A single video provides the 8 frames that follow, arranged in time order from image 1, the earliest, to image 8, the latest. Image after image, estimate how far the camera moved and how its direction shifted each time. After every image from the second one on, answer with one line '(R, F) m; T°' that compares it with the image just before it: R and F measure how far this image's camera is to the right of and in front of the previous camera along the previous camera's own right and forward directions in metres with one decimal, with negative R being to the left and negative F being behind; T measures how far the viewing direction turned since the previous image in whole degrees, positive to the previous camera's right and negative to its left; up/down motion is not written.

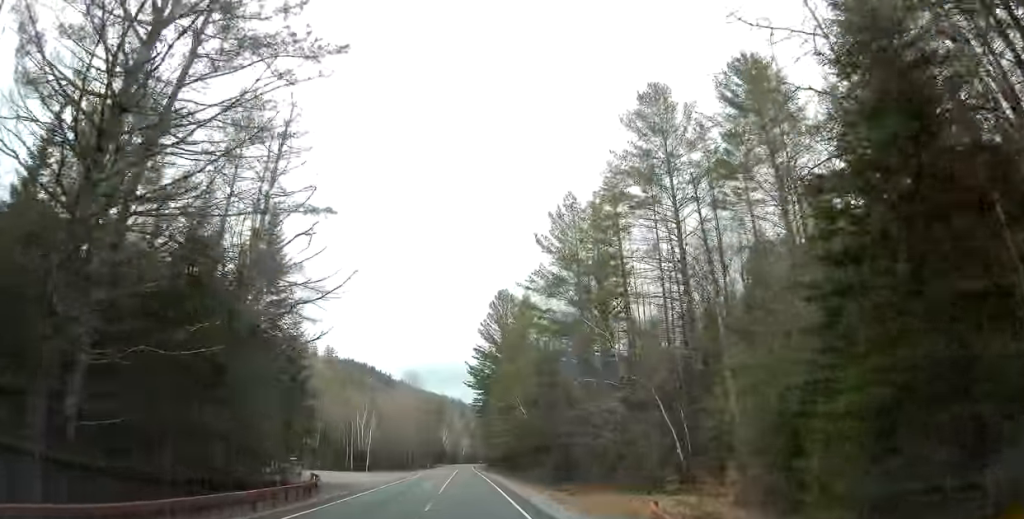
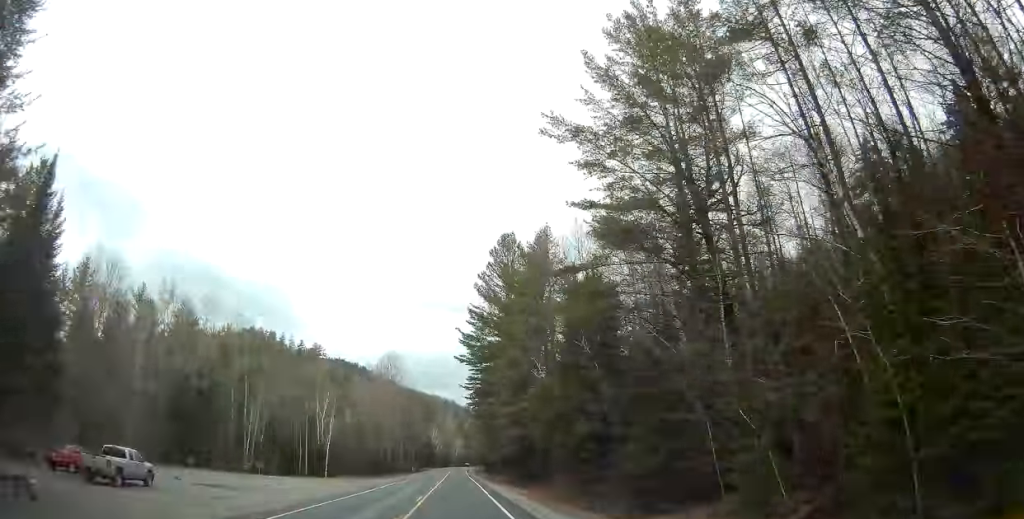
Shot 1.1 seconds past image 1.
(-0.1, +28.0) m; 0°
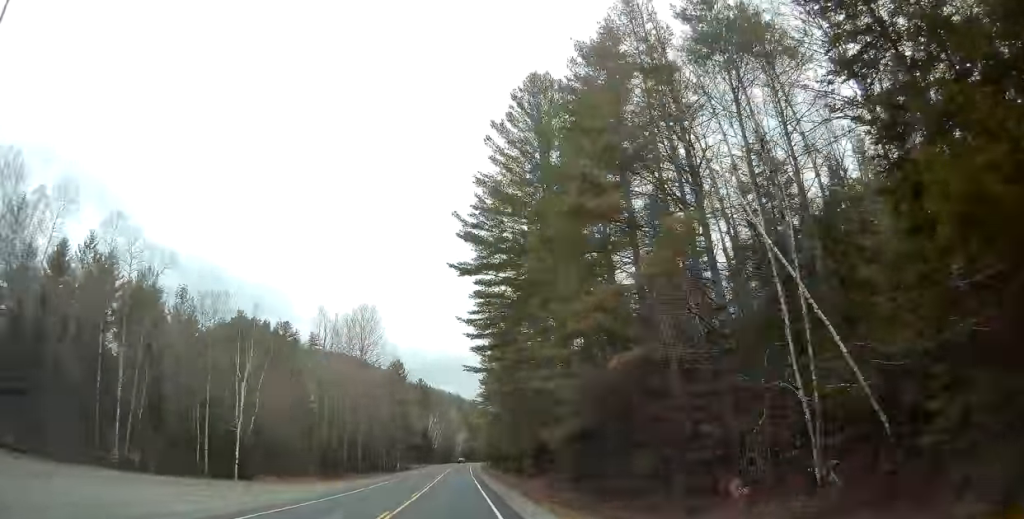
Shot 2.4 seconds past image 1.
(+0.3, +34.7) m; 0°
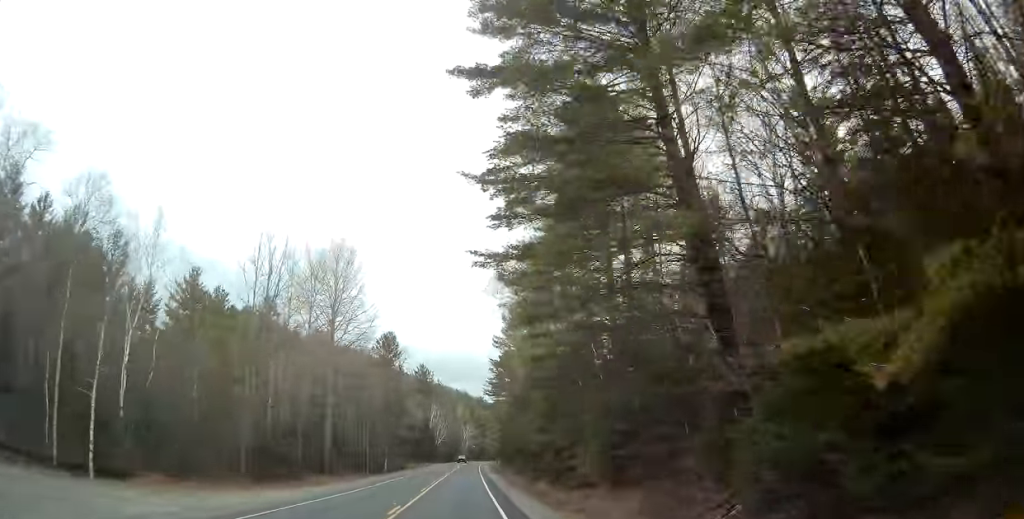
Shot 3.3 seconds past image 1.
(0.0, +22.4) m; -1°
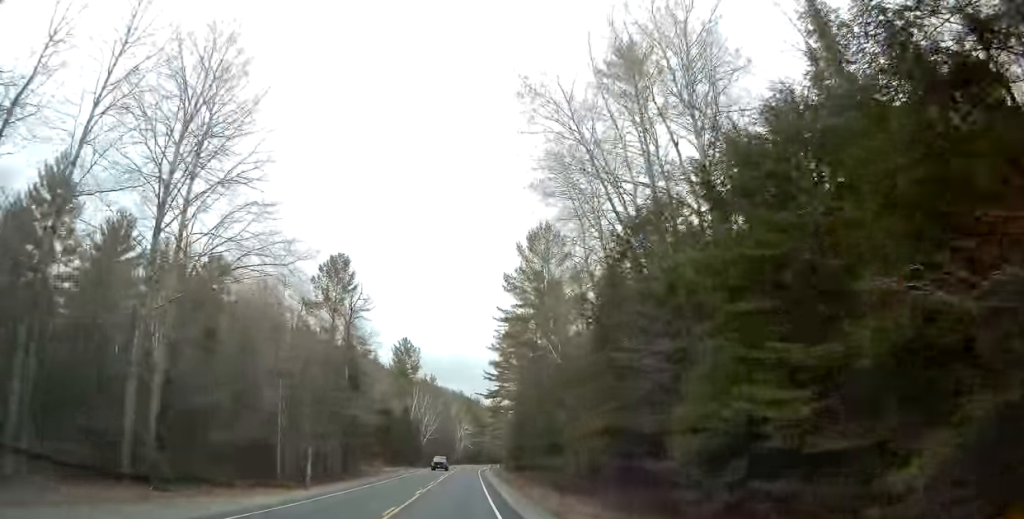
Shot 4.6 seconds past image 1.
(-0.4, +34.3) m; 0°
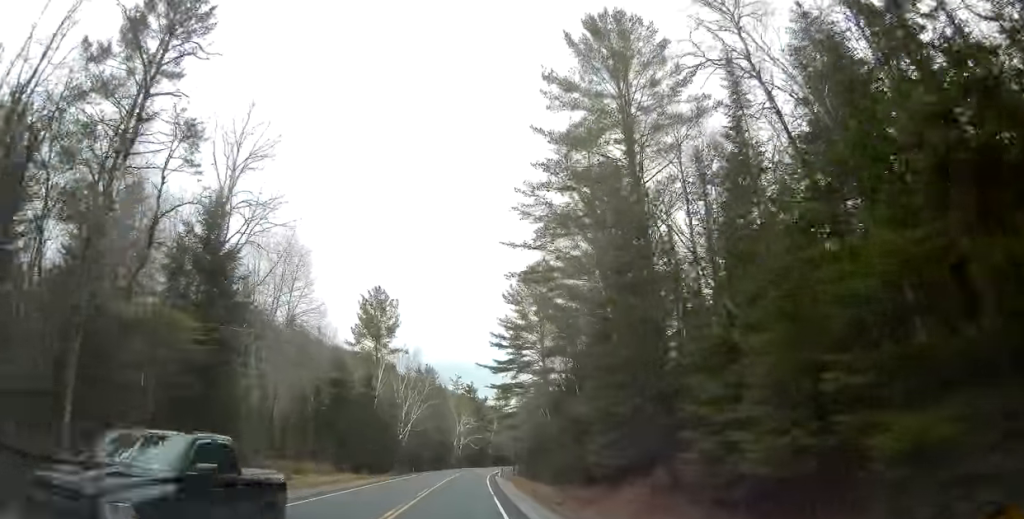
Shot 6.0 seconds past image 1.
(+0.1, +36.1) m; 0°
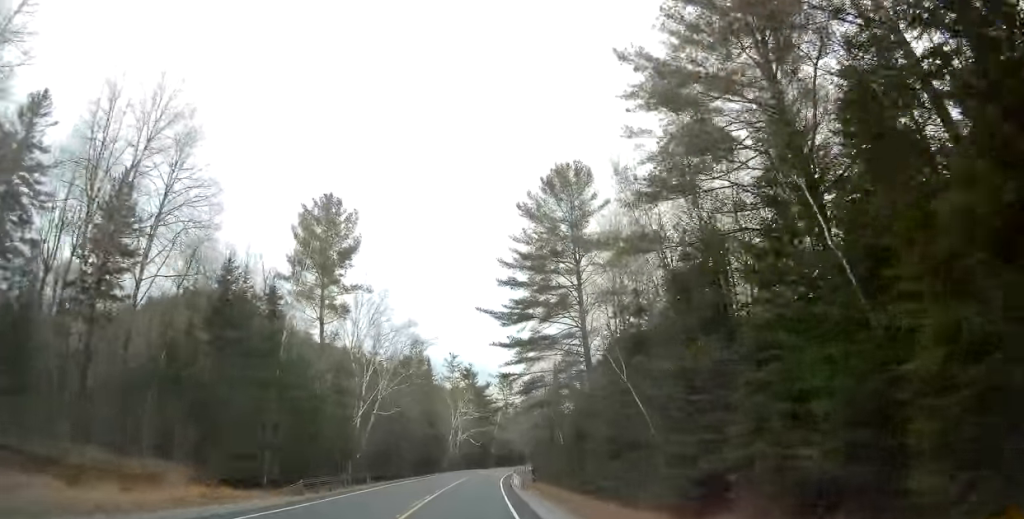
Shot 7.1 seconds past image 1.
(+0.1, +29.3) m; 0°
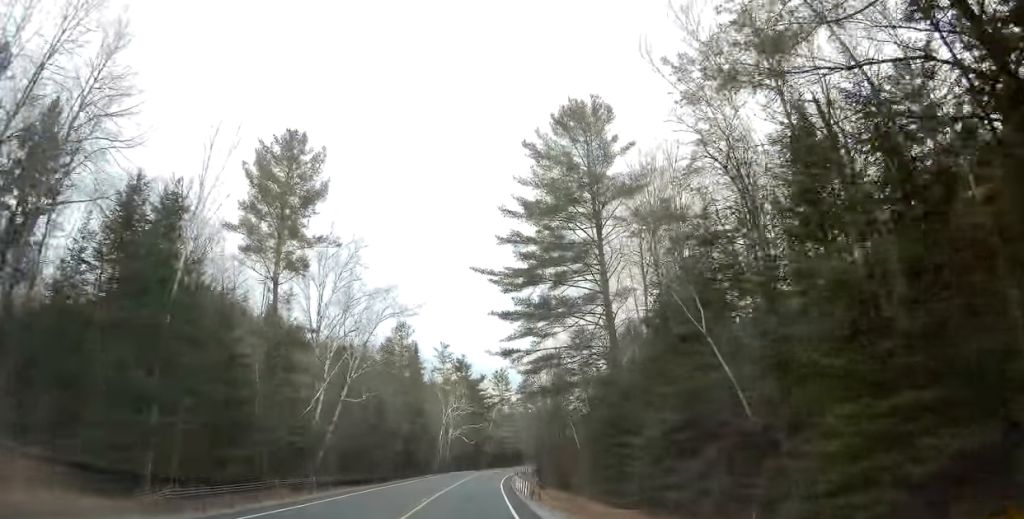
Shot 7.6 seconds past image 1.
(-0.1, +11.3) m; 0°
